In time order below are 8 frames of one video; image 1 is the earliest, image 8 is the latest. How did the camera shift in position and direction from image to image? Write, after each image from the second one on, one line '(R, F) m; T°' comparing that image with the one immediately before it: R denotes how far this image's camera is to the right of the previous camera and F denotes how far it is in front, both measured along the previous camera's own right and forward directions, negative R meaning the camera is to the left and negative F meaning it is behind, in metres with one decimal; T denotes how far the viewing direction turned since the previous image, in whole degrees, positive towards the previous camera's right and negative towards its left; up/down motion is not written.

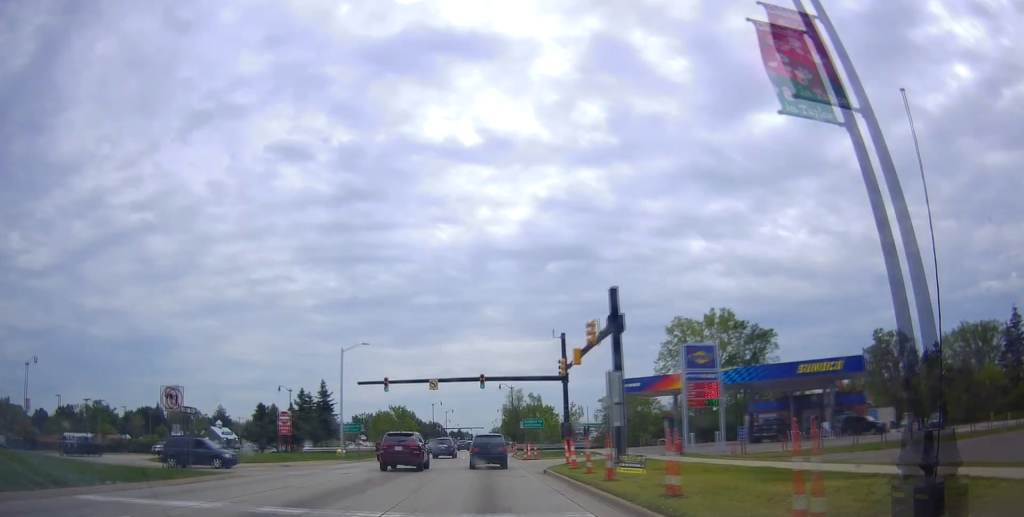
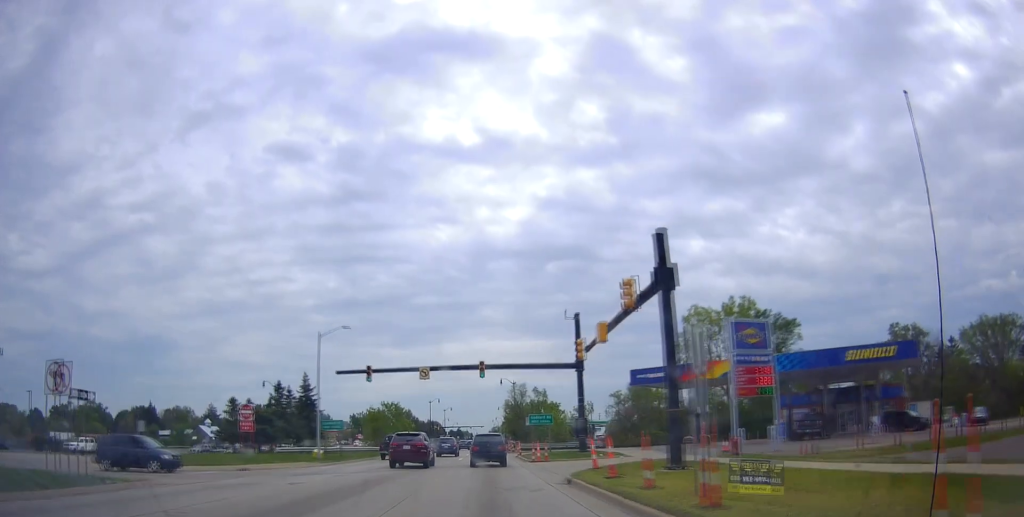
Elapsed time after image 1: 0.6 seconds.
(+0.3, +6.9) m; +2°
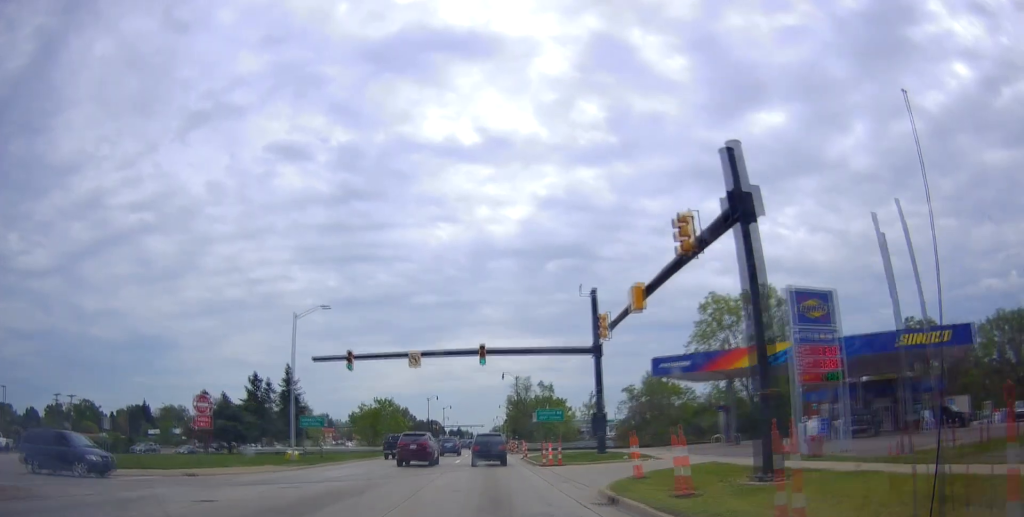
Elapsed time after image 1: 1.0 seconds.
(+0.1, +5.9) m; +1°
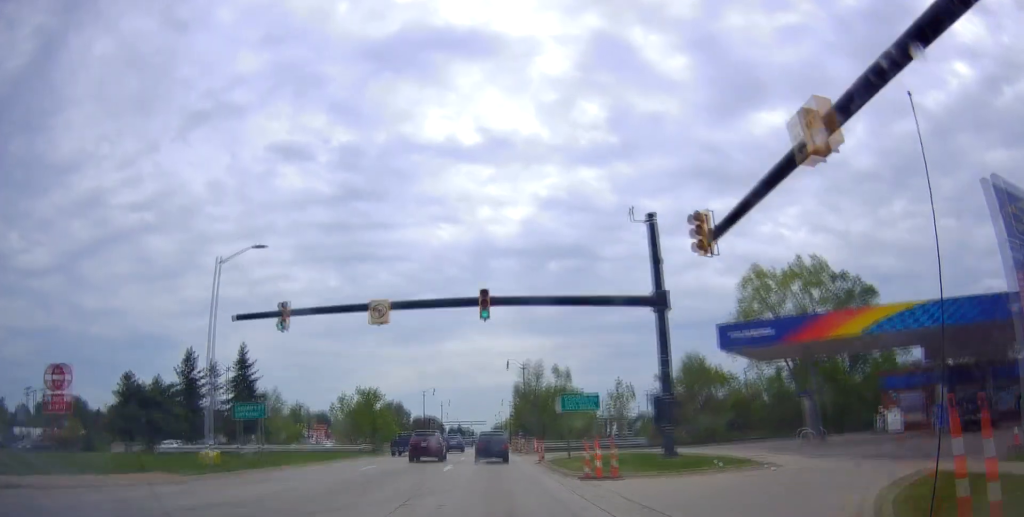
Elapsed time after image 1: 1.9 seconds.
(0.0, +11.6) m; 0°
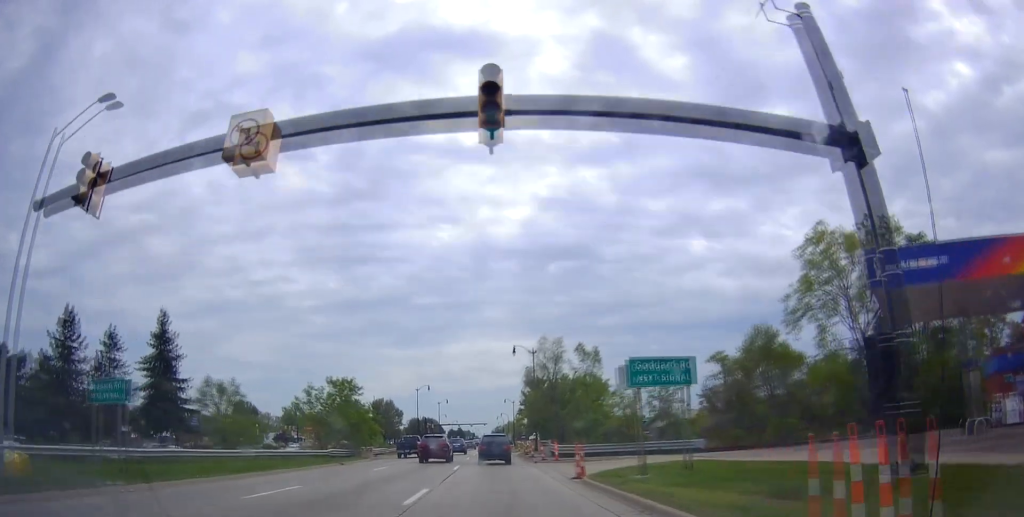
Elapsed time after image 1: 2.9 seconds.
(0.0, +12.7) m; -1°
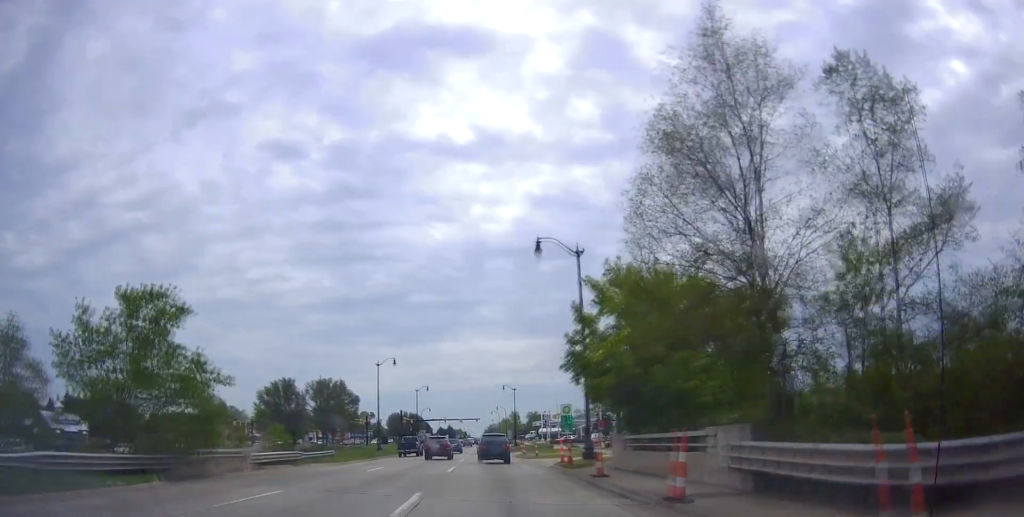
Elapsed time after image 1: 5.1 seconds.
(+0.2, +31.8) m; +2°
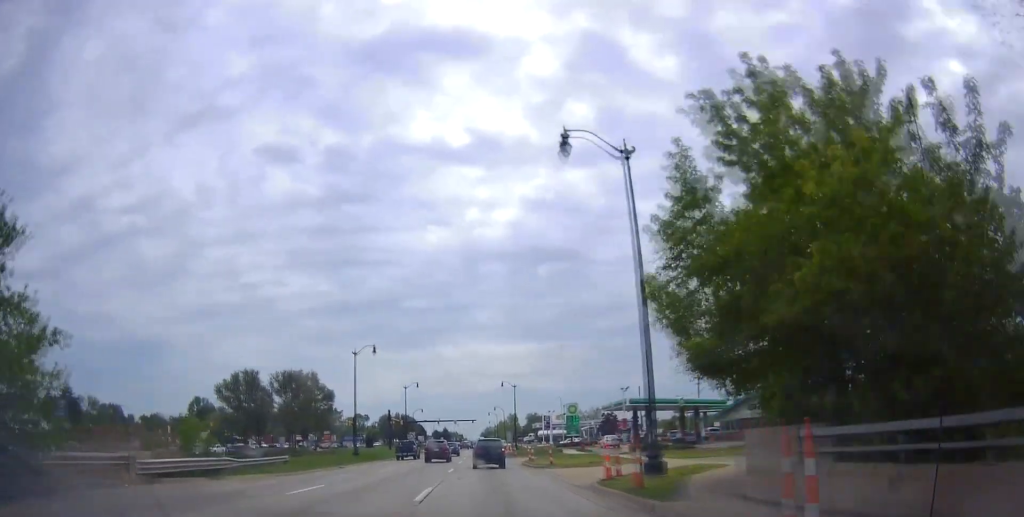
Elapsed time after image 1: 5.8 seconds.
(0.0, +10.7) m; 0°
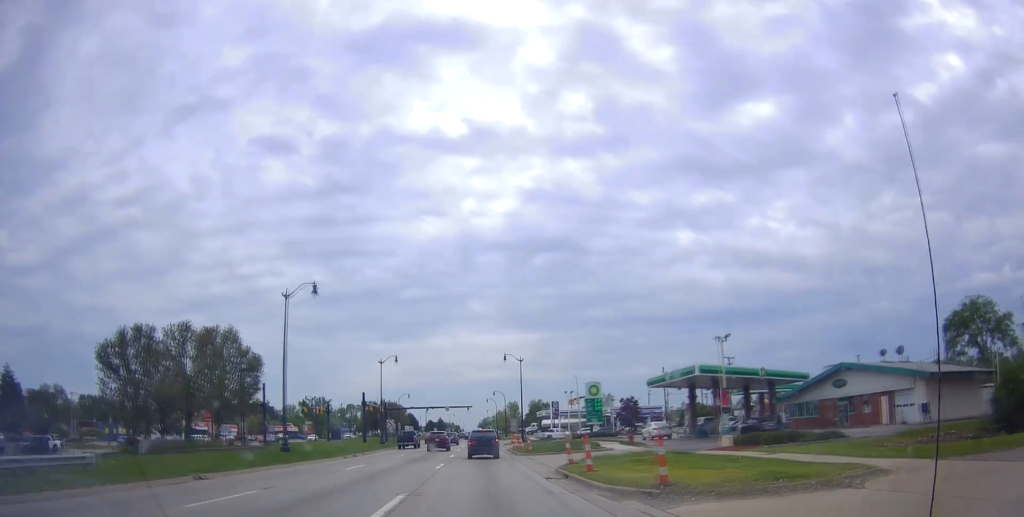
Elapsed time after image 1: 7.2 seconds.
(0.0, +19.8) m; 0°
